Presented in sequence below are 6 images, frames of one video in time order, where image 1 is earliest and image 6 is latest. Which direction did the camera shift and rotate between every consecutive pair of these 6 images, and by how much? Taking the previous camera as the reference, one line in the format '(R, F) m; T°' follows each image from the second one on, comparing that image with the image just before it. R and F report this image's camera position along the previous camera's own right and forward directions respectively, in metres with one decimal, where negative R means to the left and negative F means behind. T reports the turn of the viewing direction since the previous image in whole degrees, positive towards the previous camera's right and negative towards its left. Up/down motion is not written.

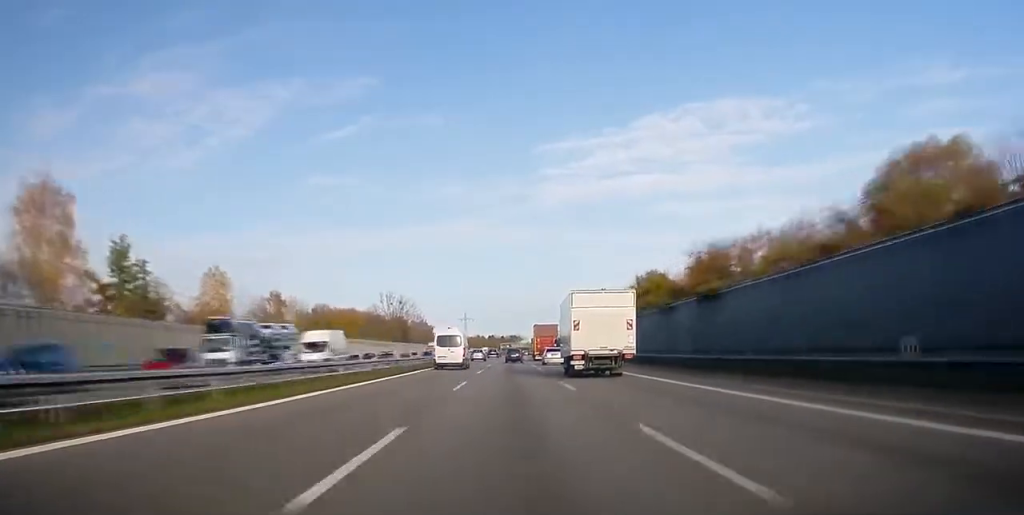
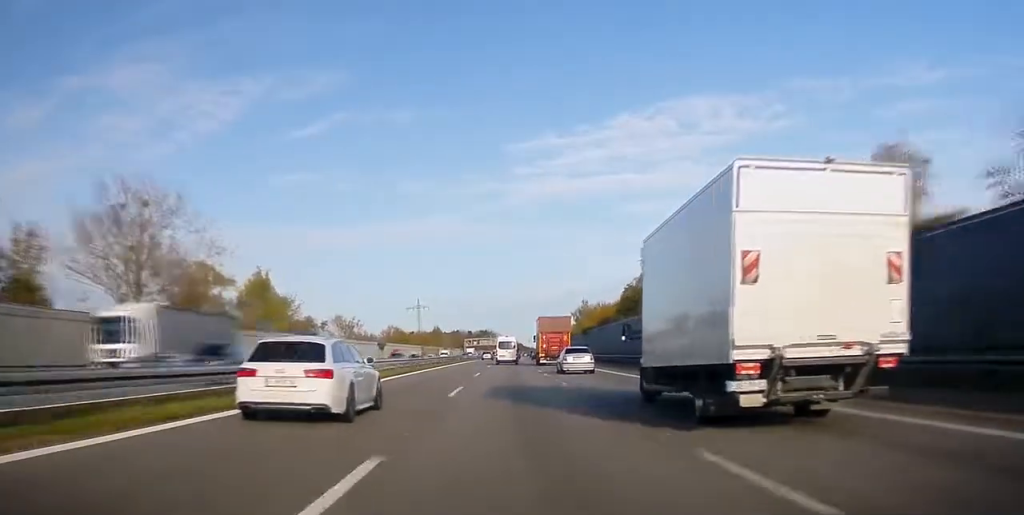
(+2.0, +163.8) m; +2°
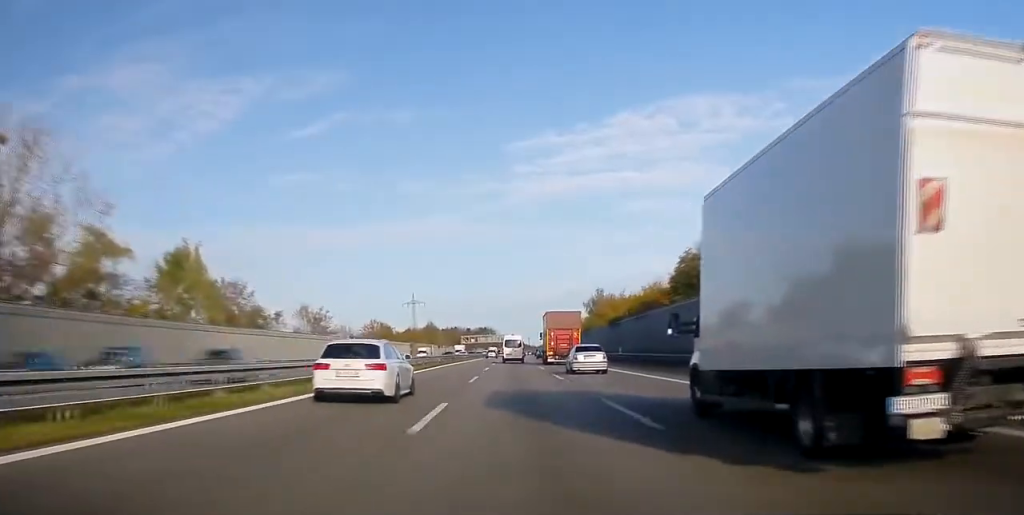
(+0.2, +26.8) m; 0°
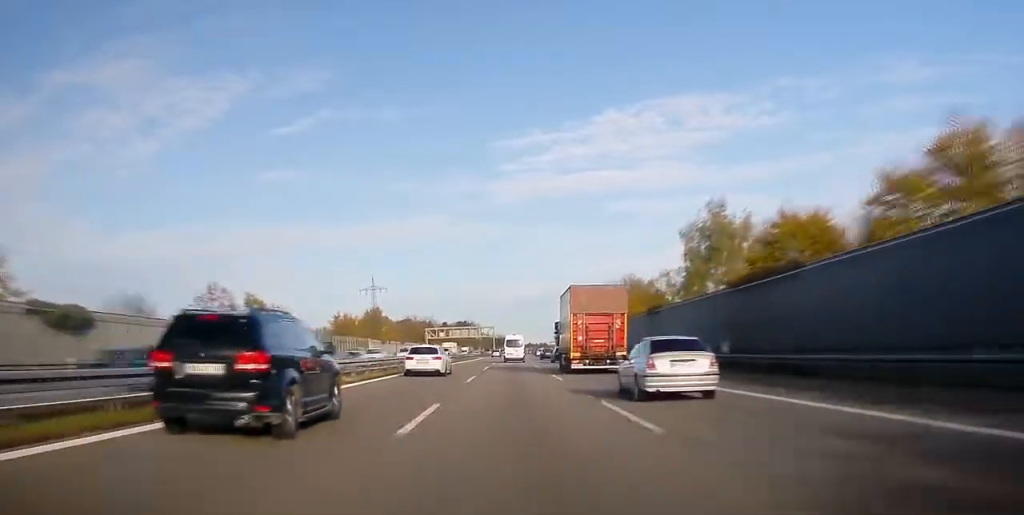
(+0.7, +89.5) m; +1°
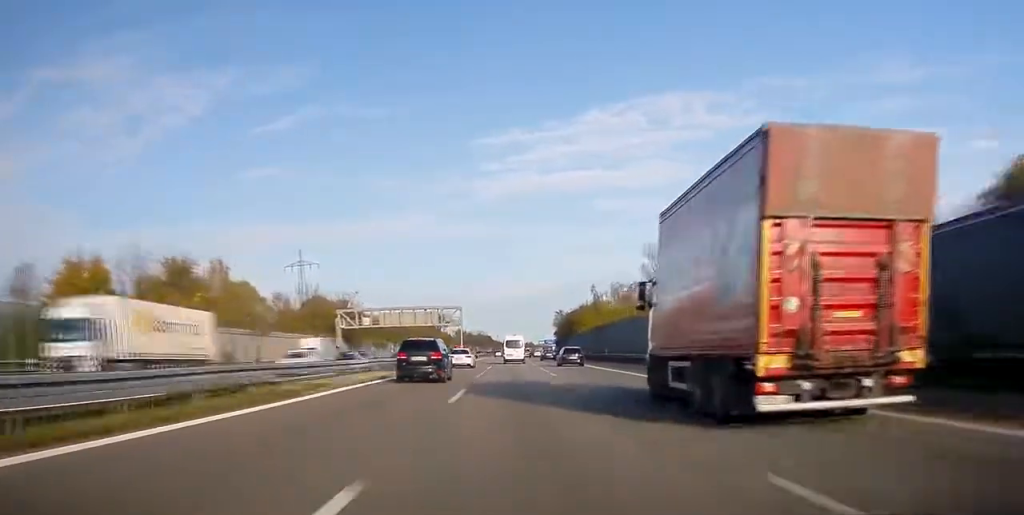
(+0.9, +101.8) m; +1°
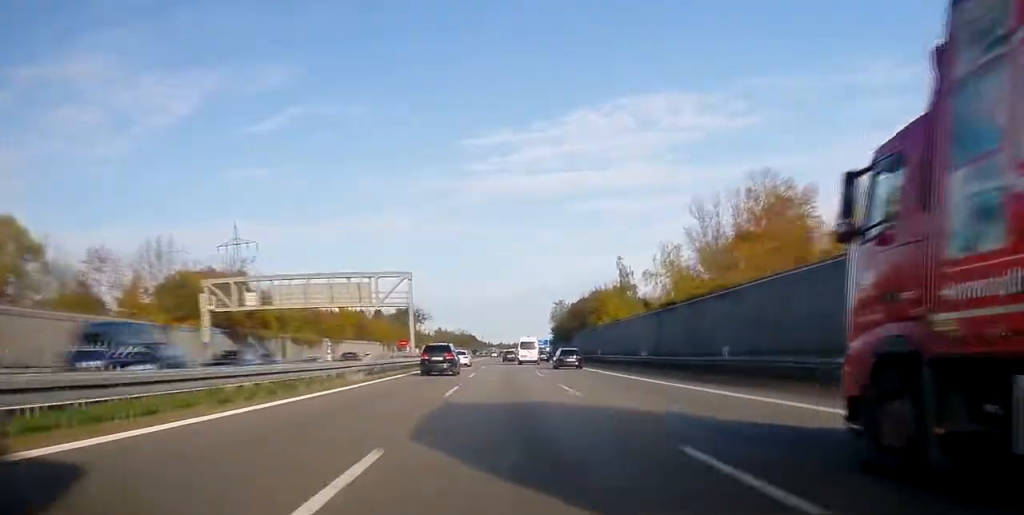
(+0.4, +52.7) m; +1°
